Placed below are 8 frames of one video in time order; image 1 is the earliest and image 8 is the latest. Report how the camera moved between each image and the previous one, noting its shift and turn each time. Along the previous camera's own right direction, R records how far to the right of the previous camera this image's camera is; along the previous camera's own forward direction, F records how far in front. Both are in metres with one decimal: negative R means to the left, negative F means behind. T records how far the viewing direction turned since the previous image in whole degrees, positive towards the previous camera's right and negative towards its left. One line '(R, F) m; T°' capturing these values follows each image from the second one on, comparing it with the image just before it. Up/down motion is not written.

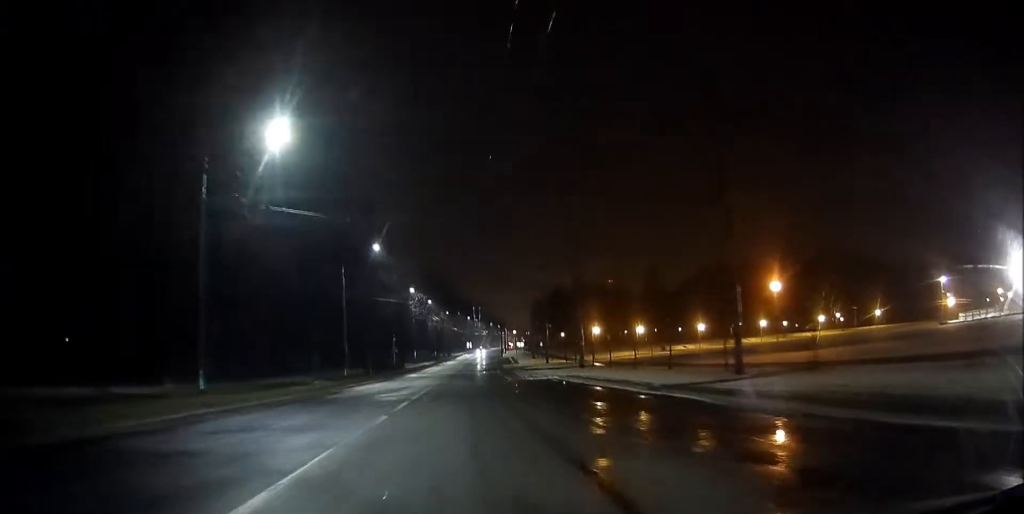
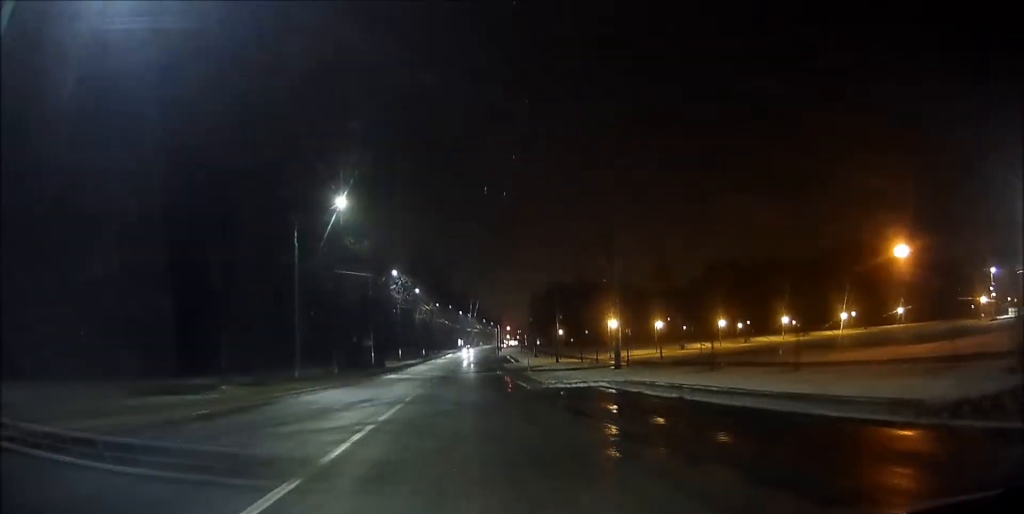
(+0.2, +14.0) m; +8°
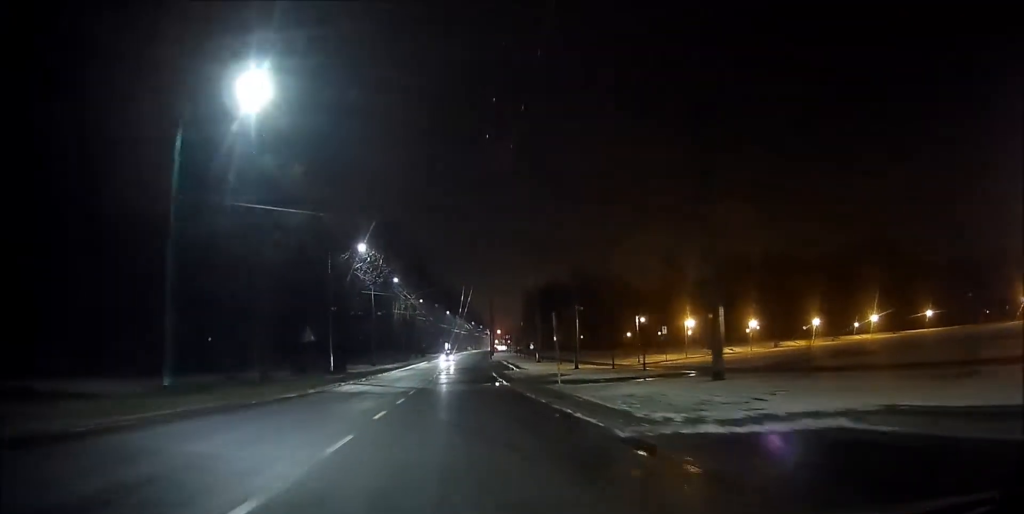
(+1.7, +16.7) m; +6°
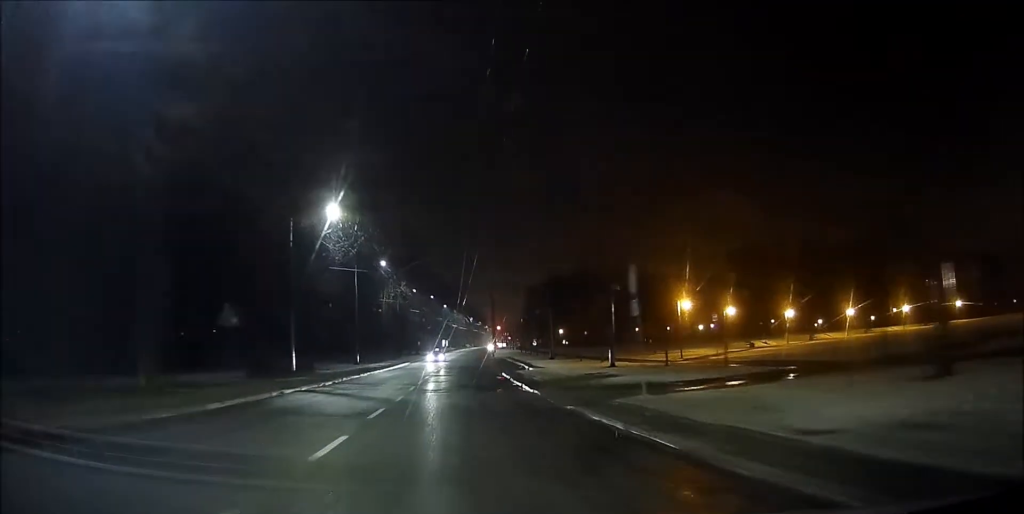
(+0.1, +12.0) m; +1°
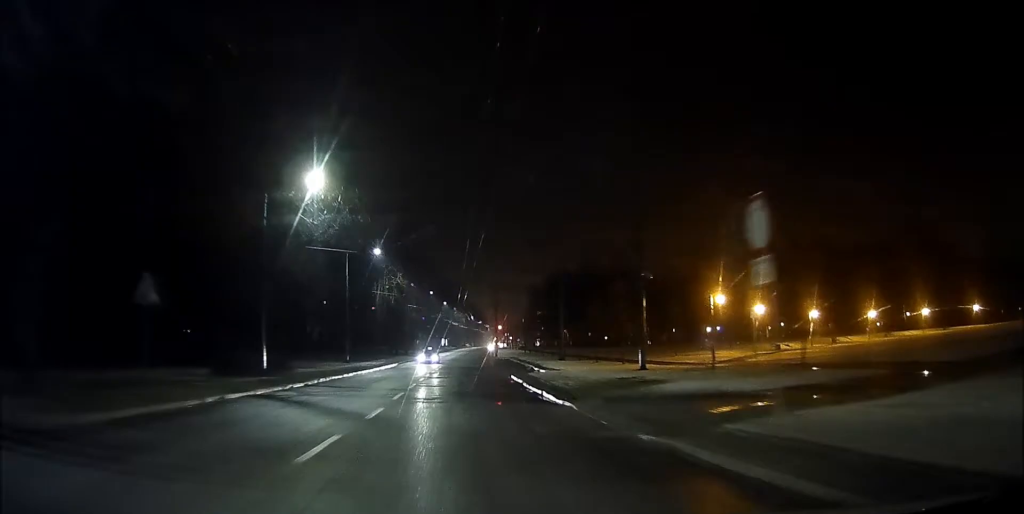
(+0.1, +6.3) m; 0°
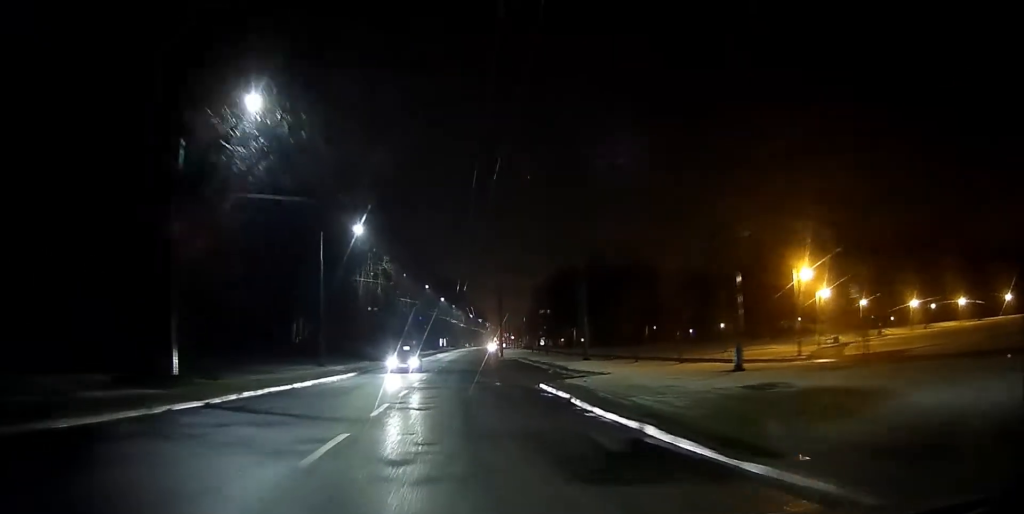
(-0.1, +11.0) m; 0°
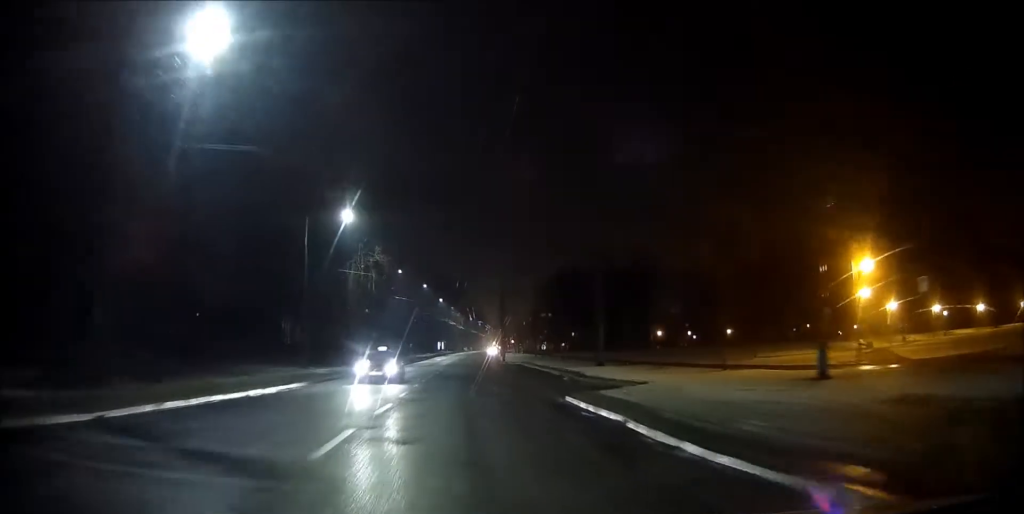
(0.0, +5.5) m; 0°
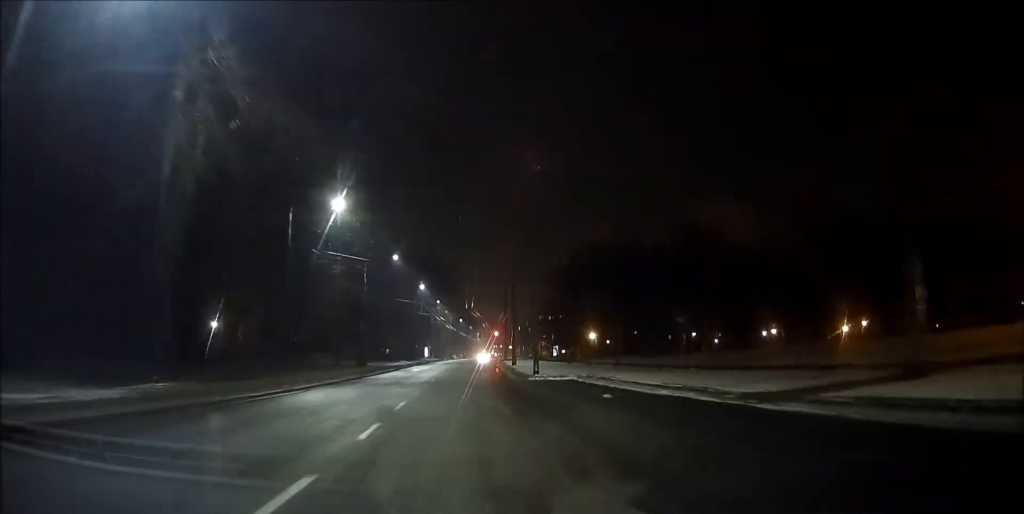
(+0.8, +33.5) m; +3°
